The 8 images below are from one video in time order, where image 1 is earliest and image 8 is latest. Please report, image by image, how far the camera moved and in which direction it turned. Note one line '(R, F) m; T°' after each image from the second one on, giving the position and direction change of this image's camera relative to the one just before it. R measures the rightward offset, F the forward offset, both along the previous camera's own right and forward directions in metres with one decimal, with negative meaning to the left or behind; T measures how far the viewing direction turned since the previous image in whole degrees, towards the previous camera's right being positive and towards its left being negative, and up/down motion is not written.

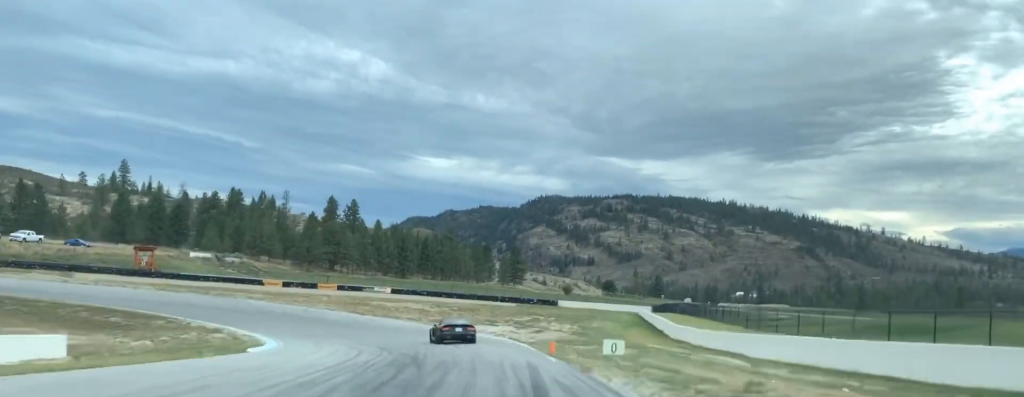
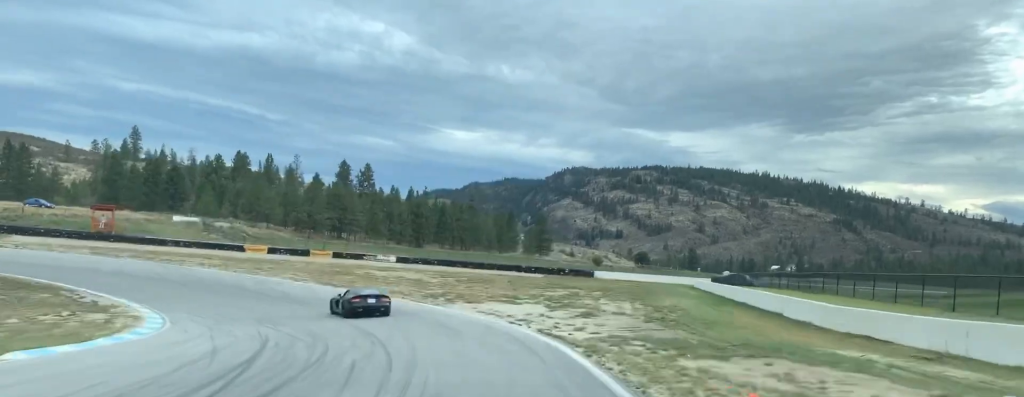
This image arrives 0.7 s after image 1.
(+0.1, +20.3) m; -3°
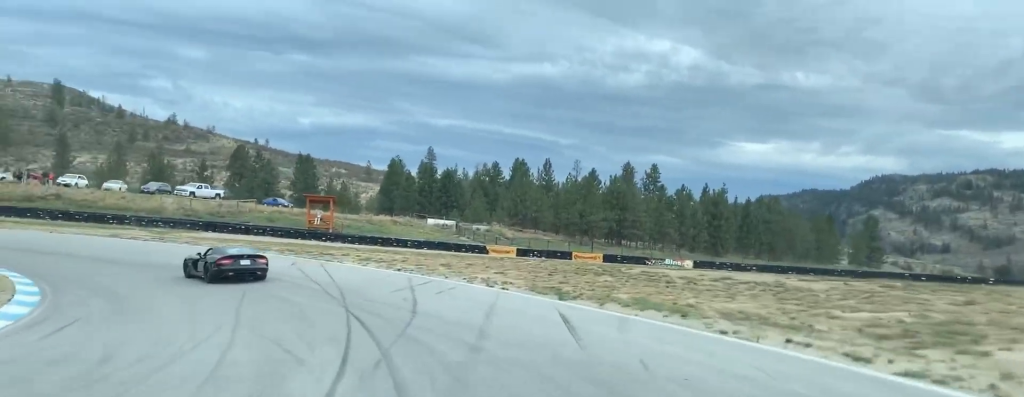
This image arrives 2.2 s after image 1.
(-4.4, +37.0) m; -22°
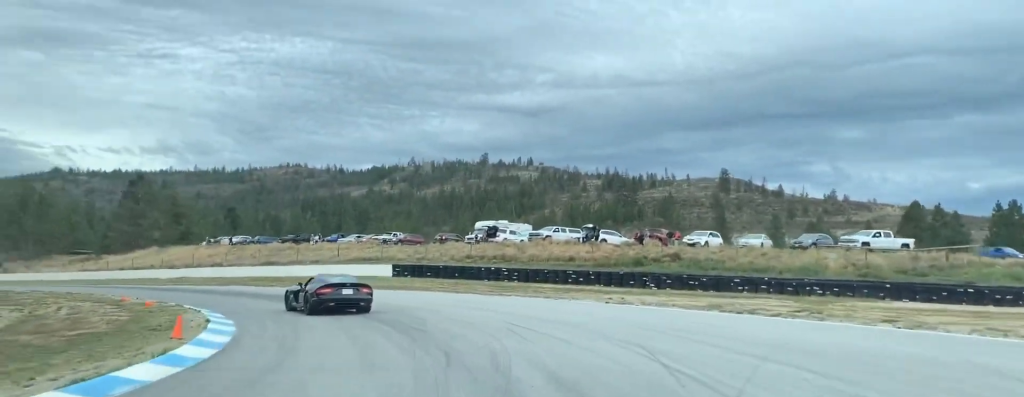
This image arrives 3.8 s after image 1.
(-12.4, +34.1) m; -45°
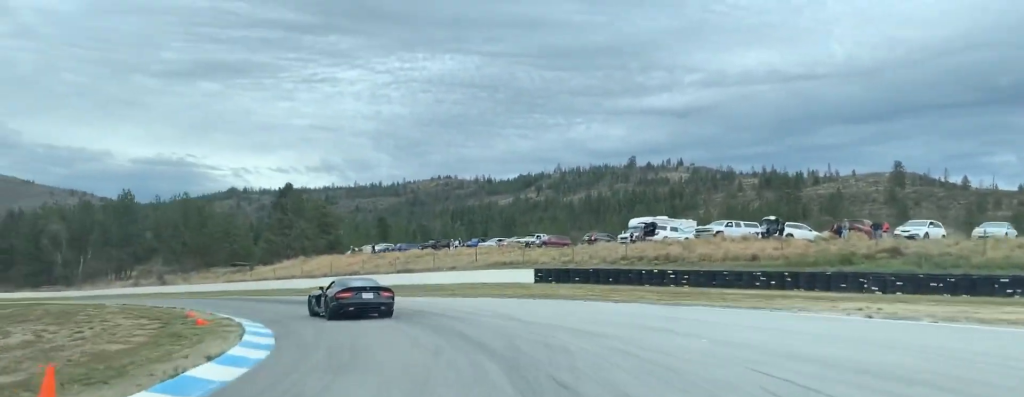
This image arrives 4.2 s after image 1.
(-1.4, +9.5) m; -11°
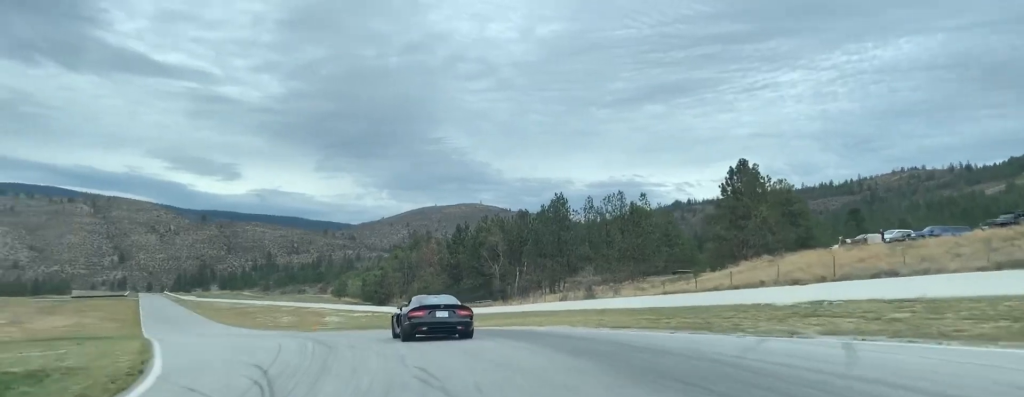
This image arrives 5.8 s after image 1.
(-11.5, +36.0) m; -28°
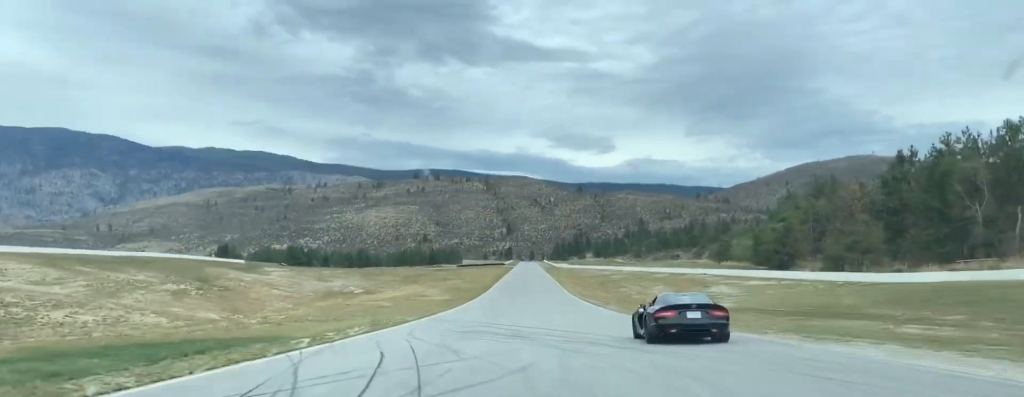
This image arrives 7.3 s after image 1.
(-7.2, +42.5) m; -18°
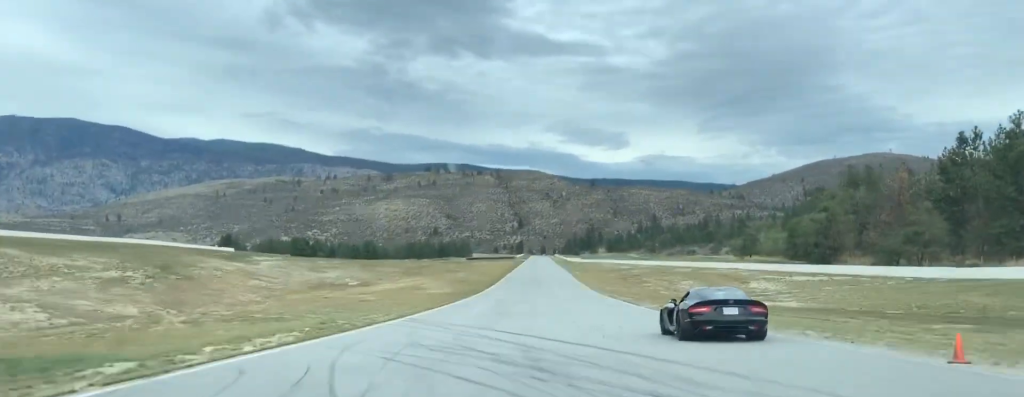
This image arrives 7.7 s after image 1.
(-0.9, +13.2) m; -3°
